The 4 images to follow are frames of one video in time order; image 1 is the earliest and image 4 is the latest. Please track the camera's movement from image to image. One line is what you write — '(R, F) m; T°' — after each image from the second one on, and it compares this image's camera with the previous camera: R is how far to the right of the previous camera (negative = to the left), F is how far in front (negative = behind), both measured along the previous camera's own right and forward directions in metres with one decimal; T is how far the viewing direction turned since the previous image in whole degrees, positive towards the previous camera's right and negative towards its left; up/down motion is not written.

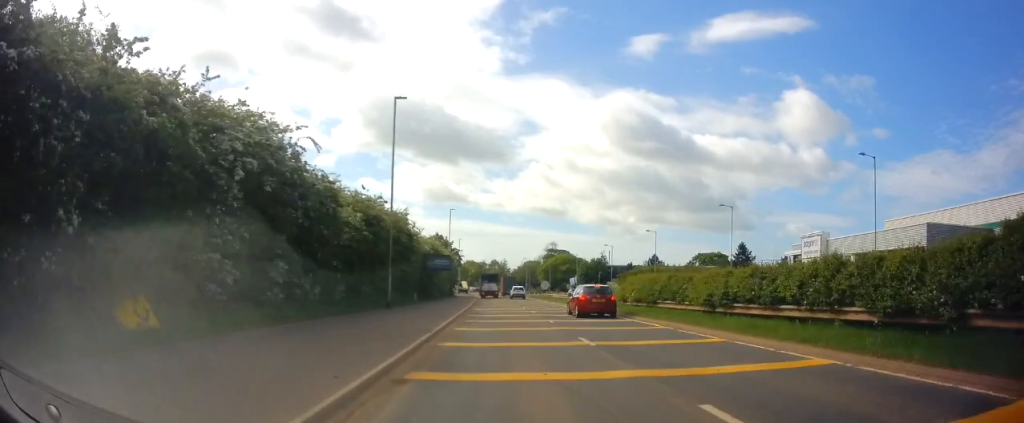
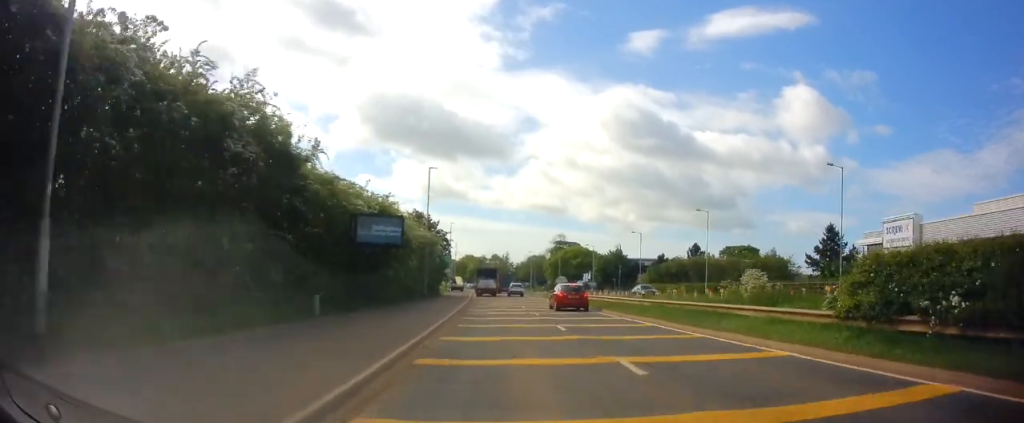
(0.0, +21.9) m; +1°
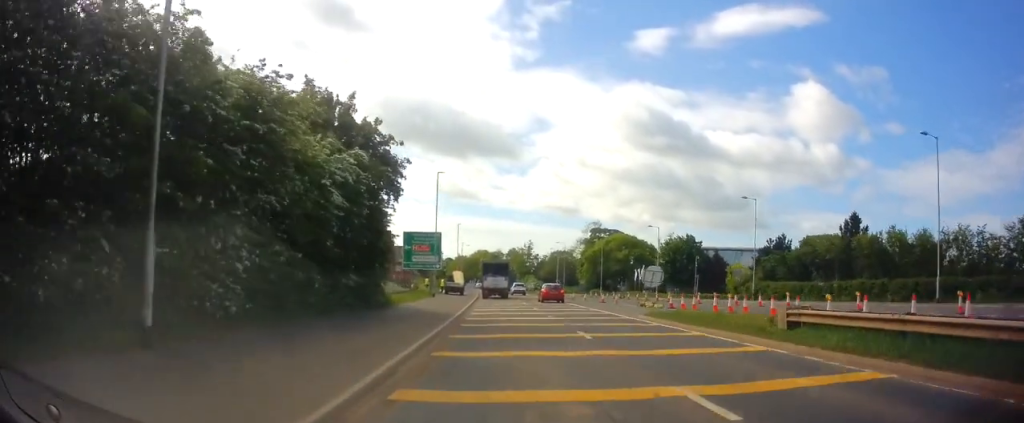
(-0.8, +38.5) m; -2°
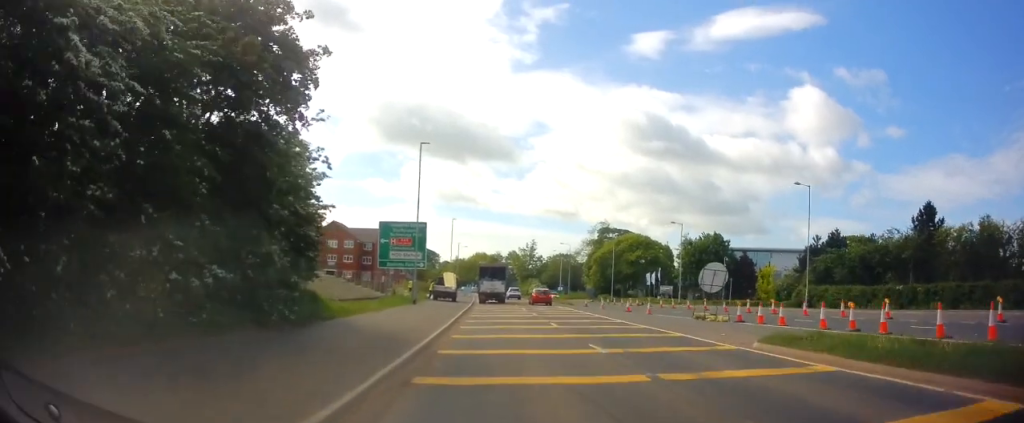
(0.0, +10.9) m; +1°
